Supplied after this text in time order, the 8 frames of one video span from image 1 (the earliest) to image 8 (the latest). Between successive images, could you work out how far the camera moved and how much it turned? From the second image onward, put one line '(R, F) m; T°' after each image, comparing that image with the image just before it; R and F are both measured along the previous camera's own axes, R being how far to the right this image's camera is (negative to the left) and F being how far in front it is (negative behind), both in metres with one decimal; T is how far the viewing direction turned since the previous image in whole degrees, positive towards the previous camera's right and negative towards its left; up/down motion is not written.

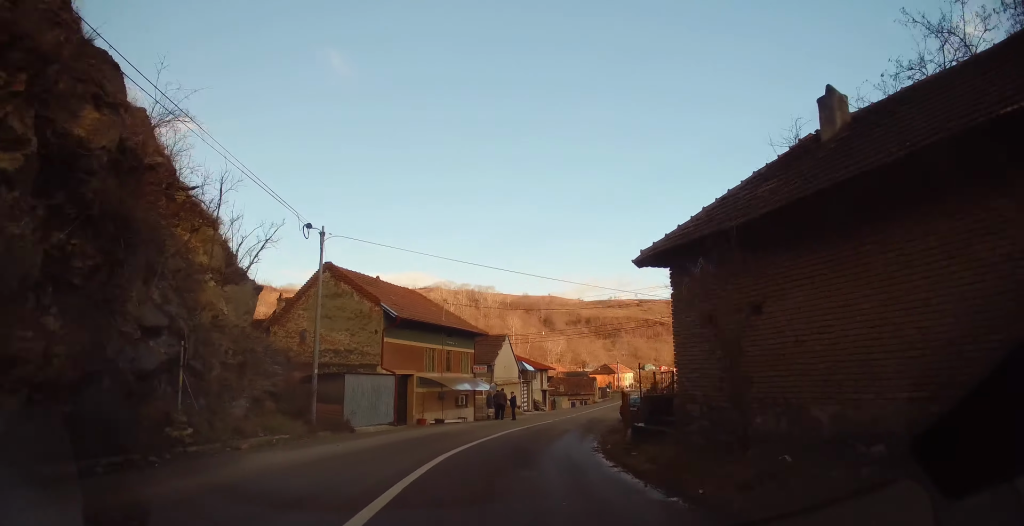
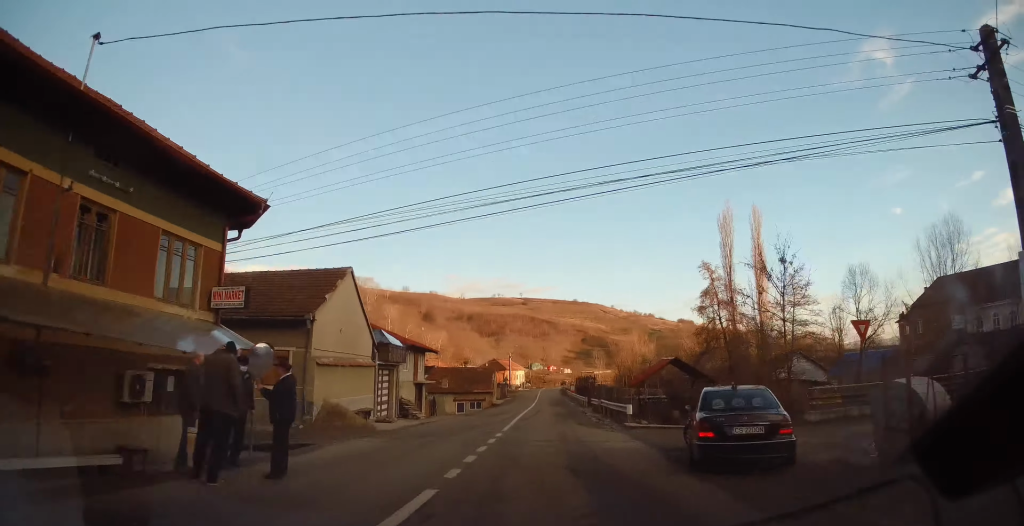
(+3.1, +24.1) m; +13°
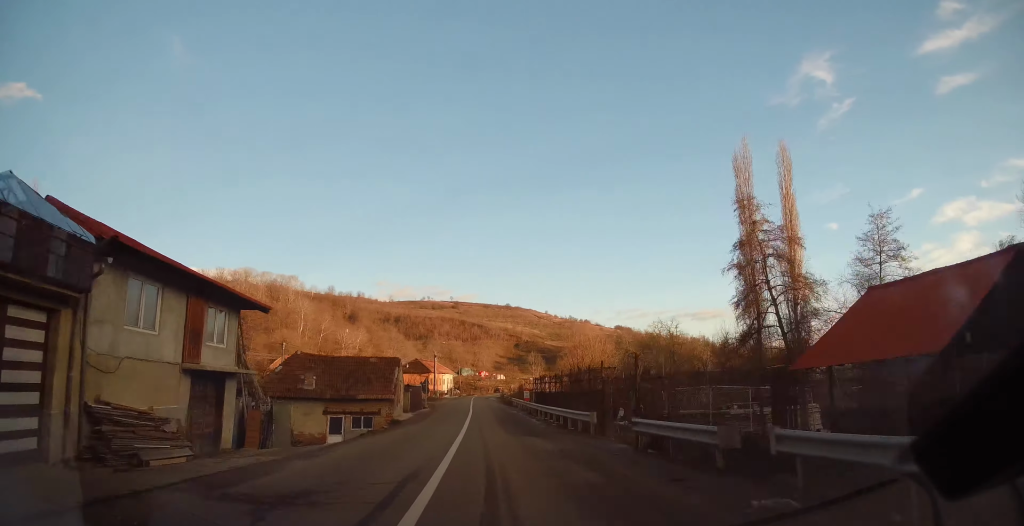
(+0.8, +22.2) m; +3°
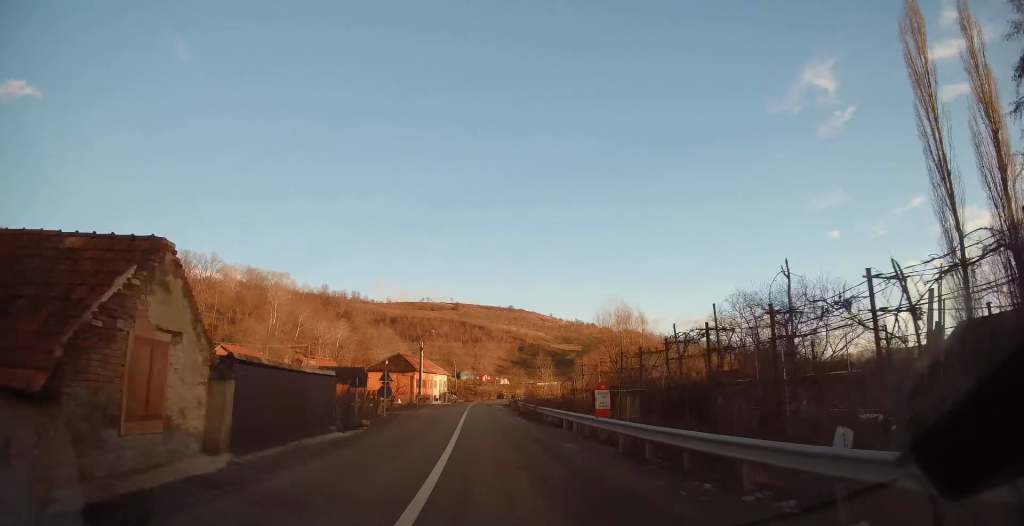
(+0.5, +23.4) m; 0°
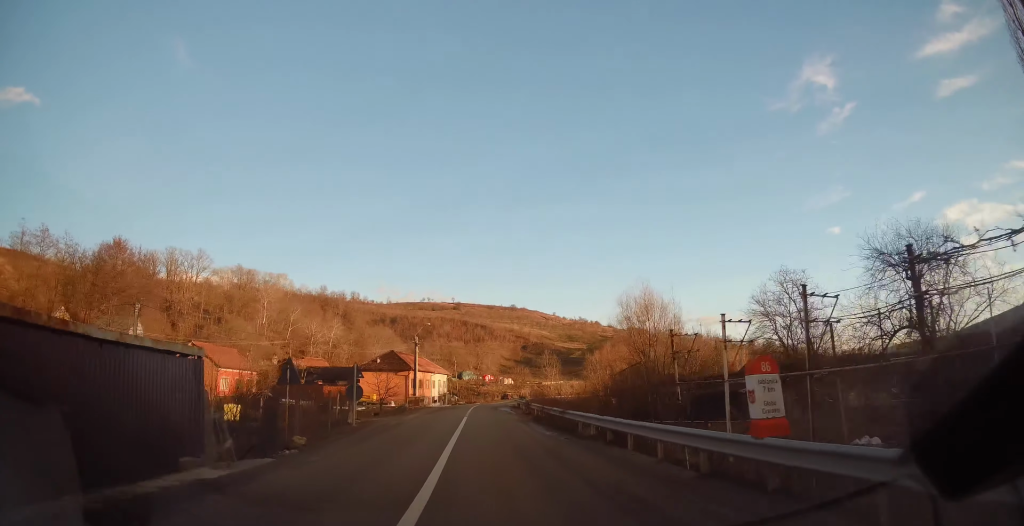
(-0.1, +8.5) m; -1°
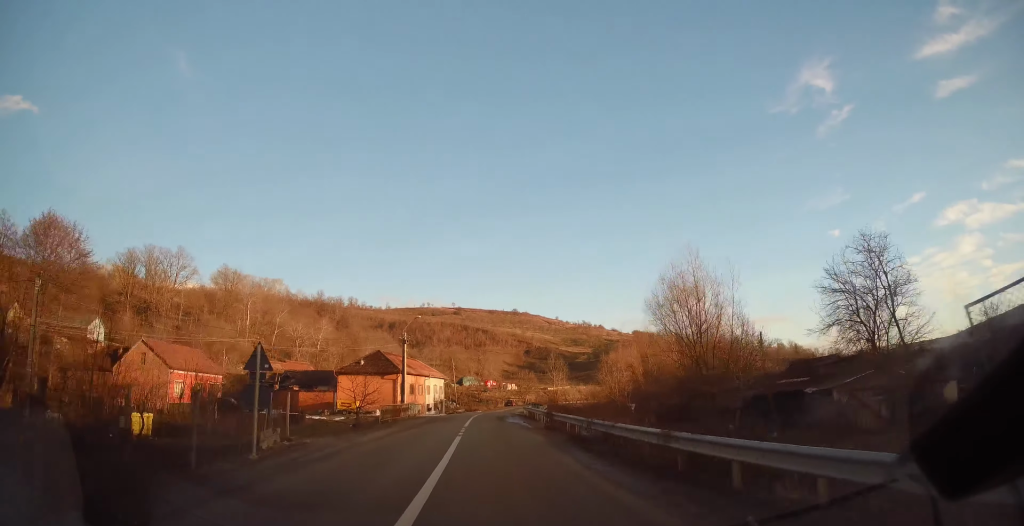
(-0.5, +10.9) m; 0°
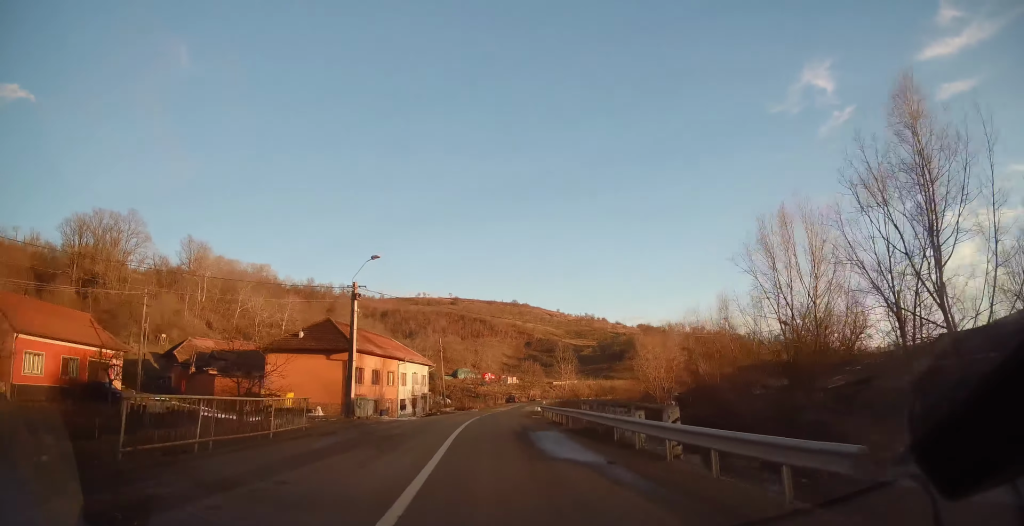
(+0.7, +21.2) m; +3°
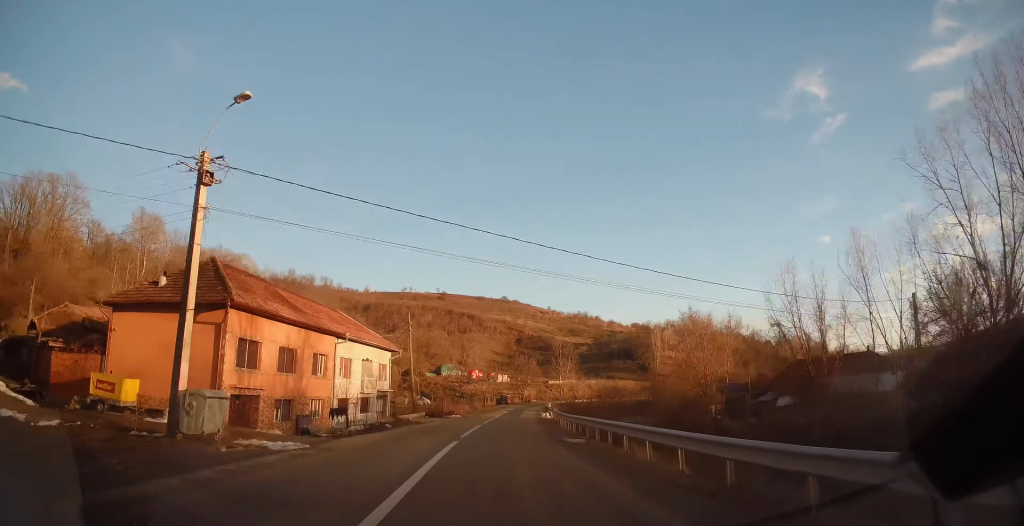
(+0.3, +18.5) m; +2°
